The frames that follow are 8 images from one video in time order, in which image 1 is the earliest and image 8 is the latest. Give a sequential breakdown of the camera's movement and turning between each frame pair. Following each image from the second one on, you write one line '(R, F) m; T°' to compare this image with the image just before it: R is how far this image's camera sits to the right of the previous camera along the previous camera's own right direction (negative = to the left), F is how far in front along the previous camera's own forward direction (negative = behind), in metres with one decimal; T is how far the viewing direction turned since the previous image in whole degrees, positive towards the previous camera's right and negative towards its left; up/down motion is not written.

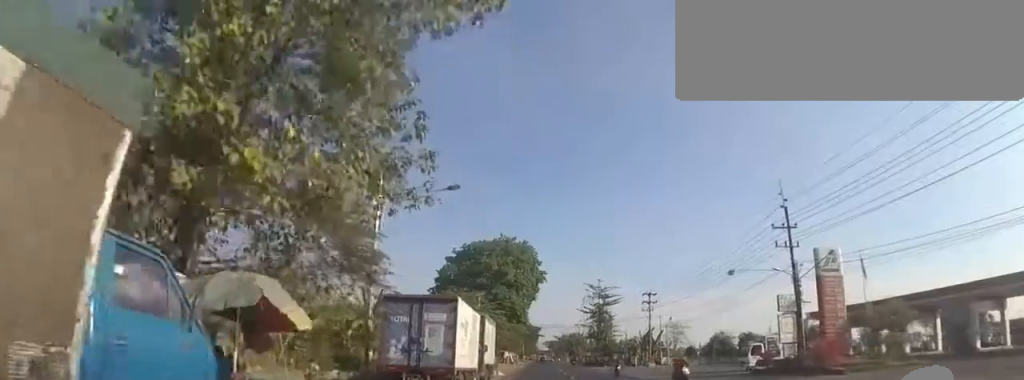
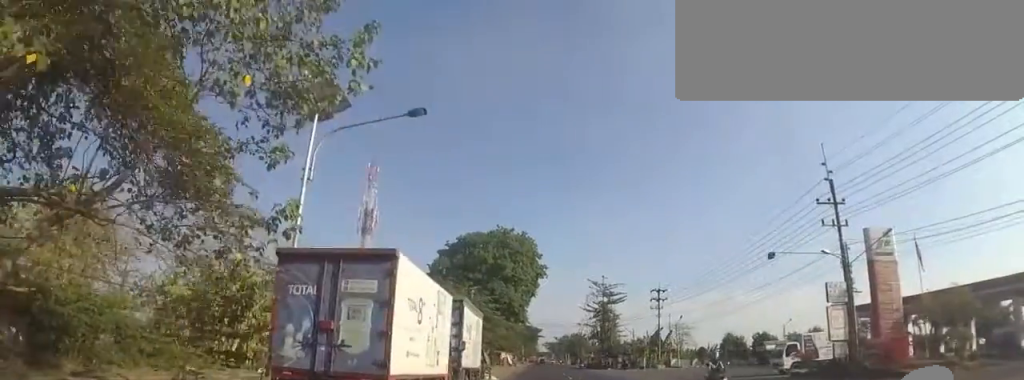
(0.0, +5.7) m; 0°
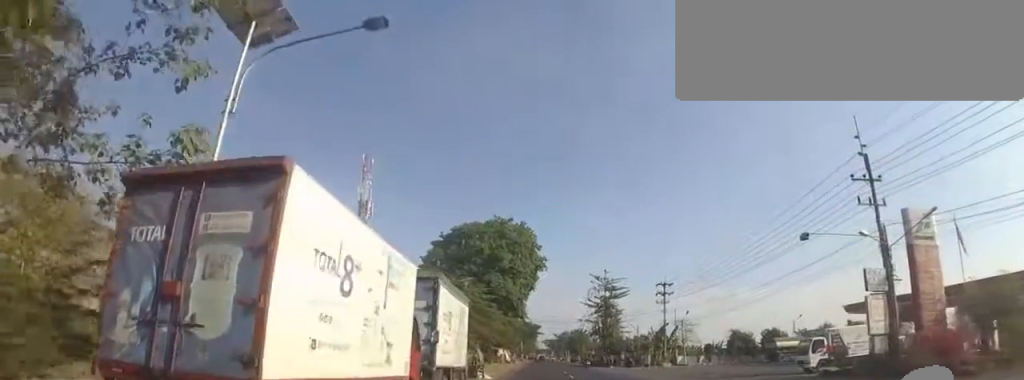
(0.0, +3.4) m; 0°
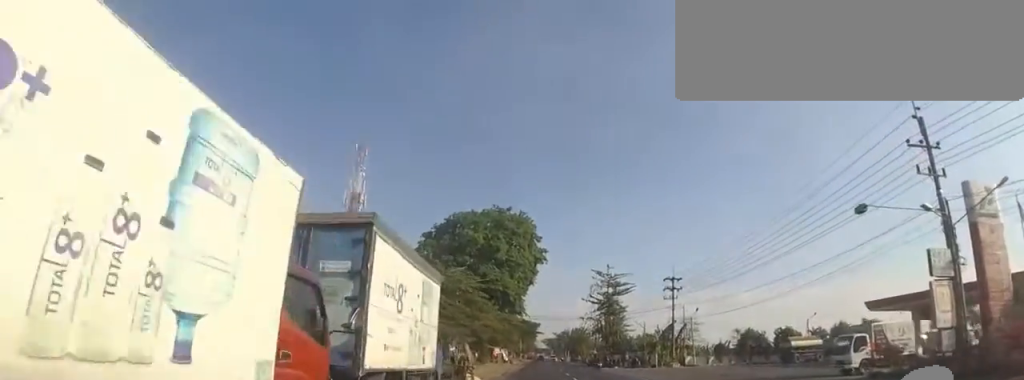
(0.0, +4.4) m; 0°
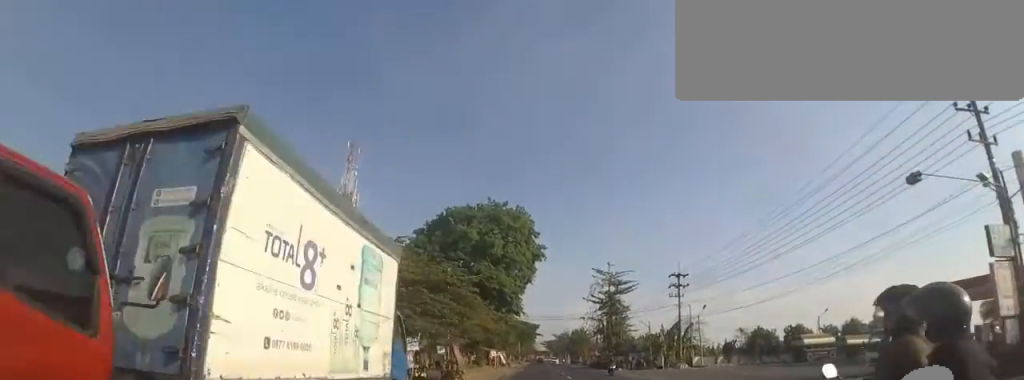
(0.0, +3.2) m; 0°
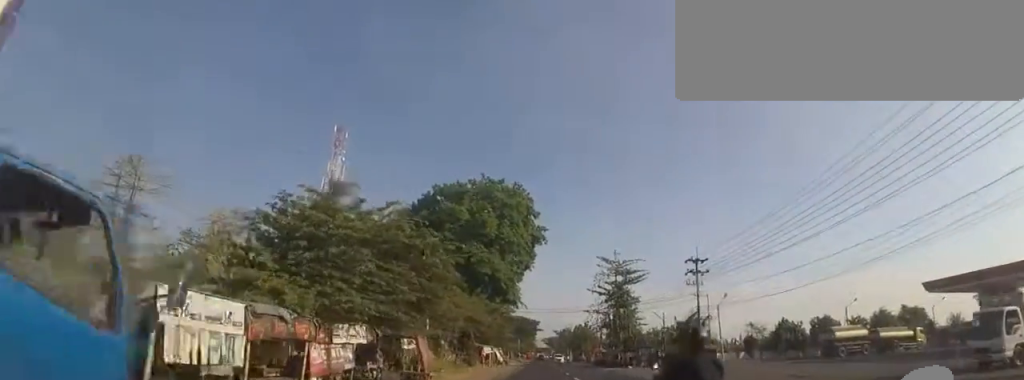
(0.0, +6.6) m; 0°
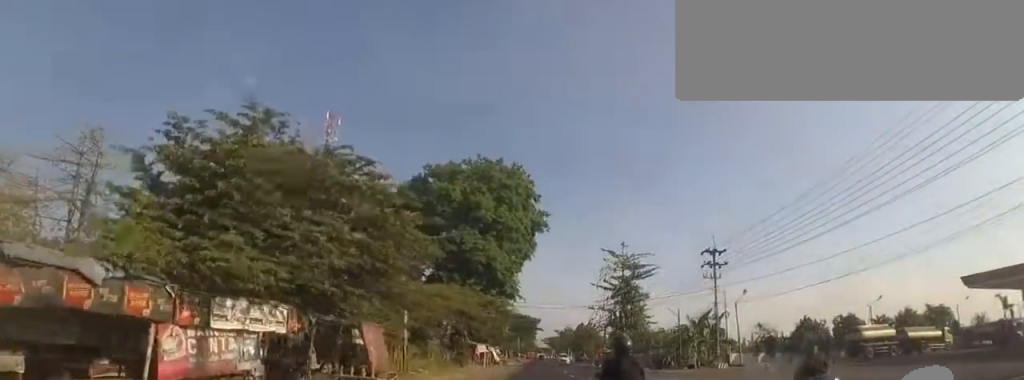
(0.0, +4.7) m; 0°
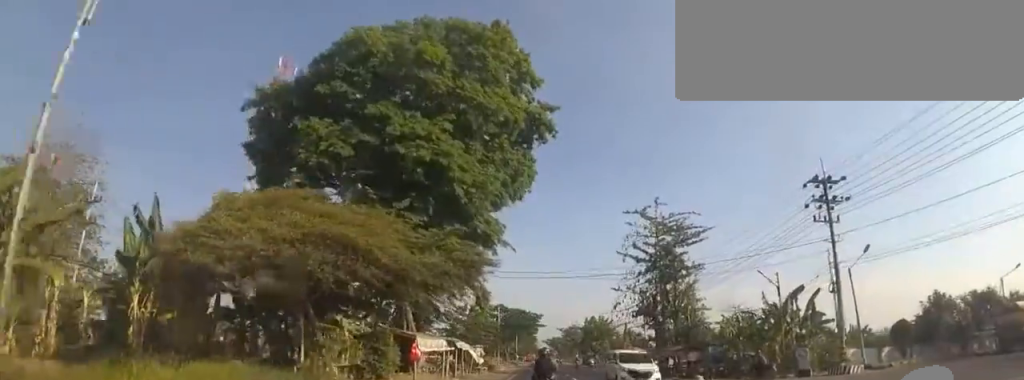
(-0.7, +18.0) m; -9°
